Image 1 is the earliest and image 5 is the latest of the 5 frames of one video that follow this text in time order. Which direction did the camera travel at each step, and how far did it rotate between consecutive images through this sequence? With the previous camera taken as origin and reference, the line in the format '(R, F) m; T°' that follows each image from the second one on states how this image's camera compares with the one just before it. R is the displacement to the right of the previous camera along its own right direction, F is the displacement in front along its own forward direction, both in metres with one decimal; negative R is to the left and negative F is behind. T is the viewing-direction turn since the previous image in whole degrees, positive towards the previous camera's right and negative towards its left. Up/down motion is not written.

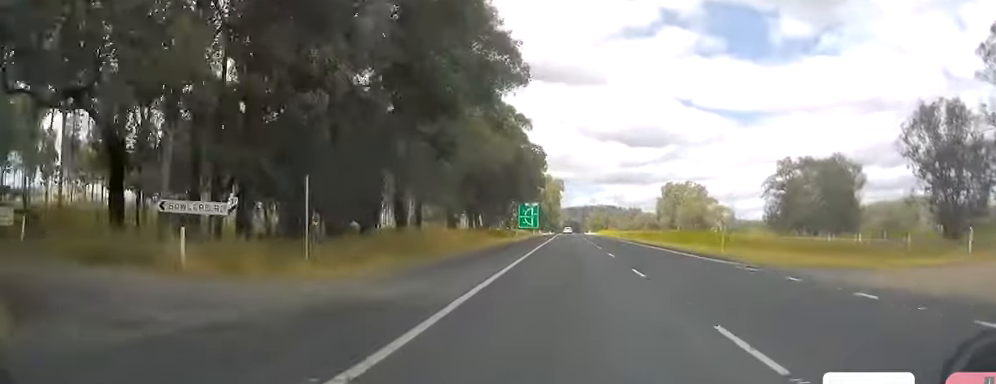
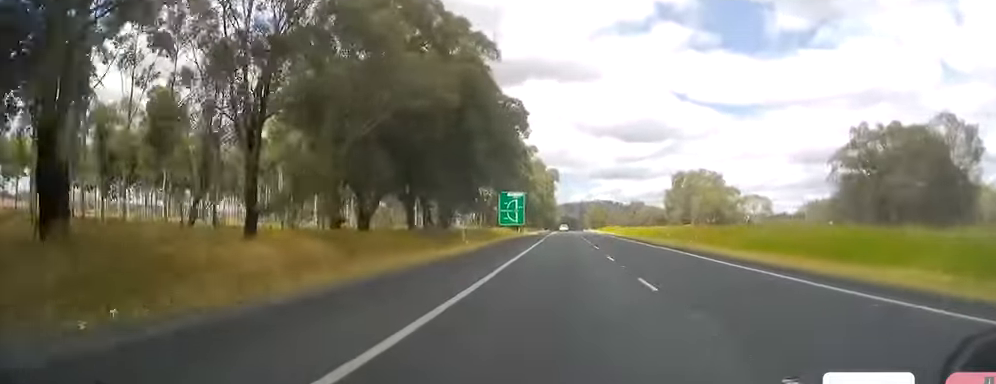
(+0.2, +39.7) m; +1°
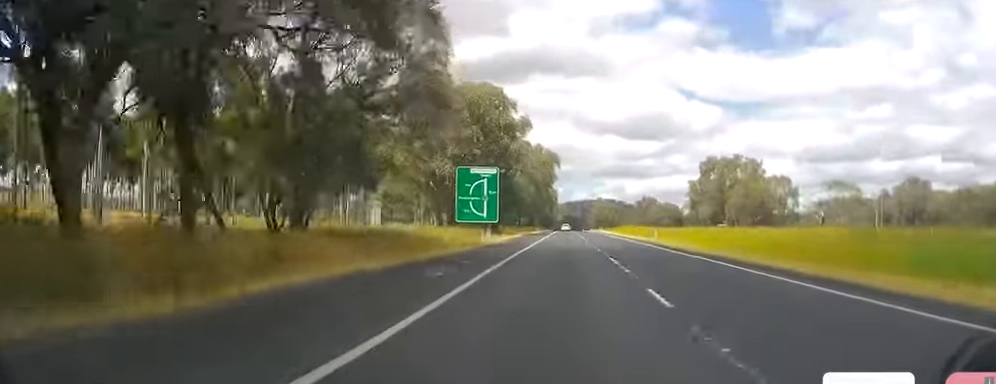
(-0.6, +50.1) m; -1°
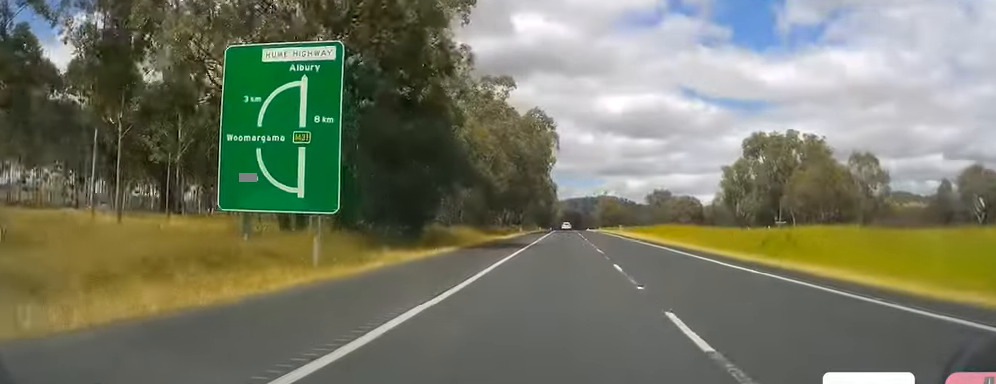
(+0.5, +51.5) m; 0°
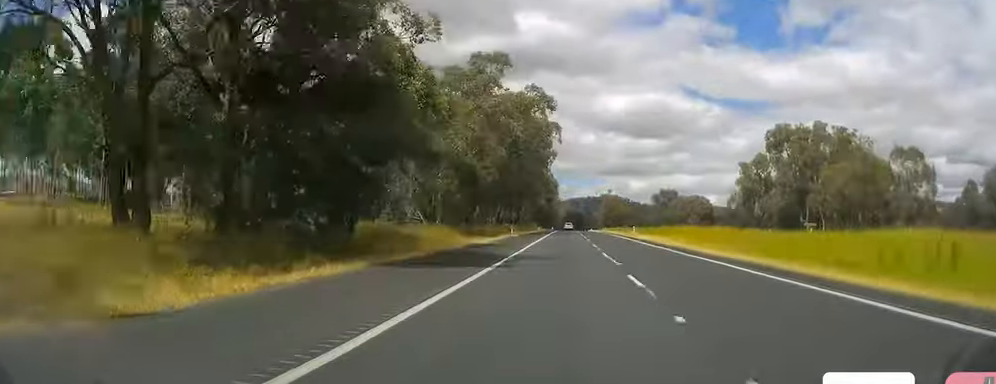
(+0.1, +16.5) m; -1°
